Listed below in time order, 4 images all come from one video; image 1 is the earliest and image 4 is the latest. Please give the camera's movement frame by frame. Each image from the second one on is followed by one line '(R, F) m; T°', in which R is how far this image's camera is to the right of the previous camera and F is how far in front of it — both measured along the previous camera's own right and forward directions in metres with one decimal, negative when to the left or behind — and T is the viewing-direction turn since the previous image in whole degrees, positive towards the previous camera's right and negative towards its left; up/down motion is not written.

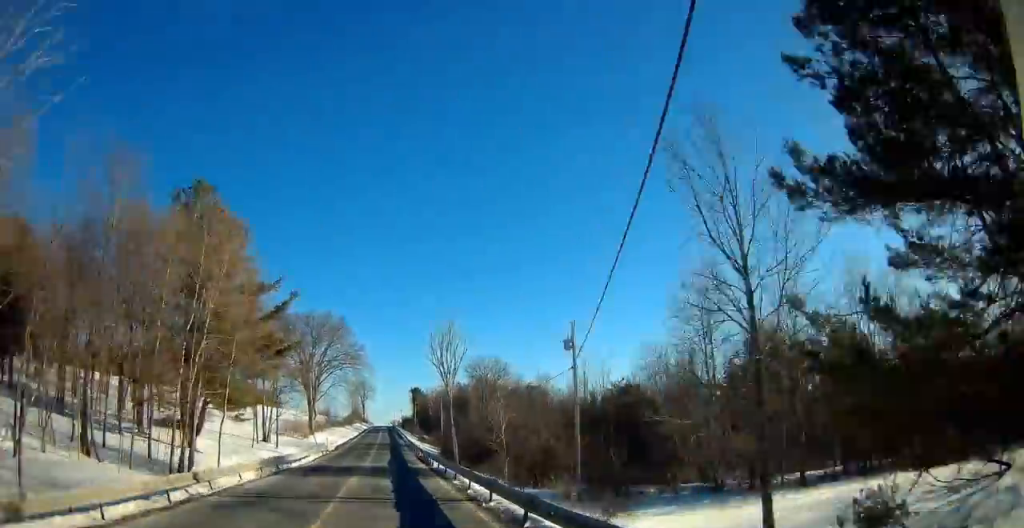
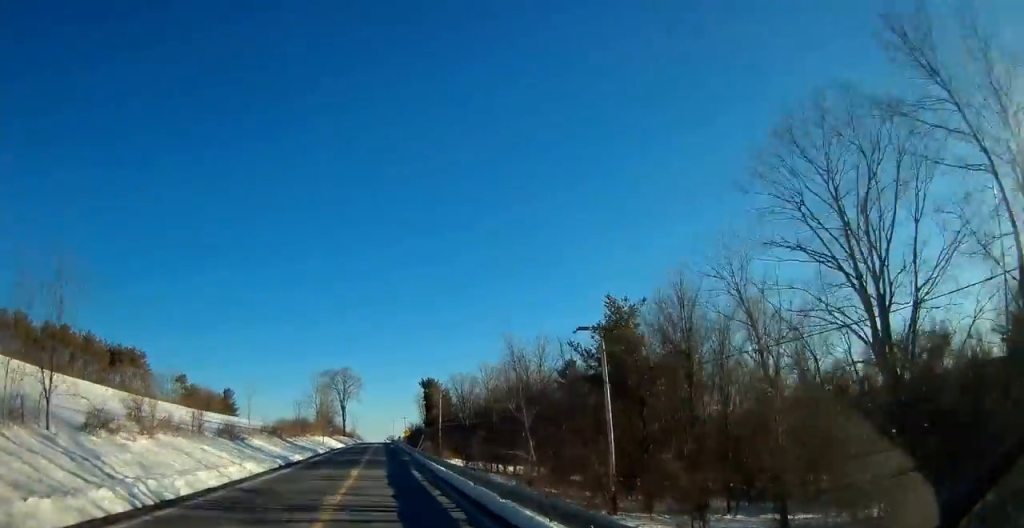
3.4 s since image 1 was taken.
(+0.7, +90.7) m; 0°
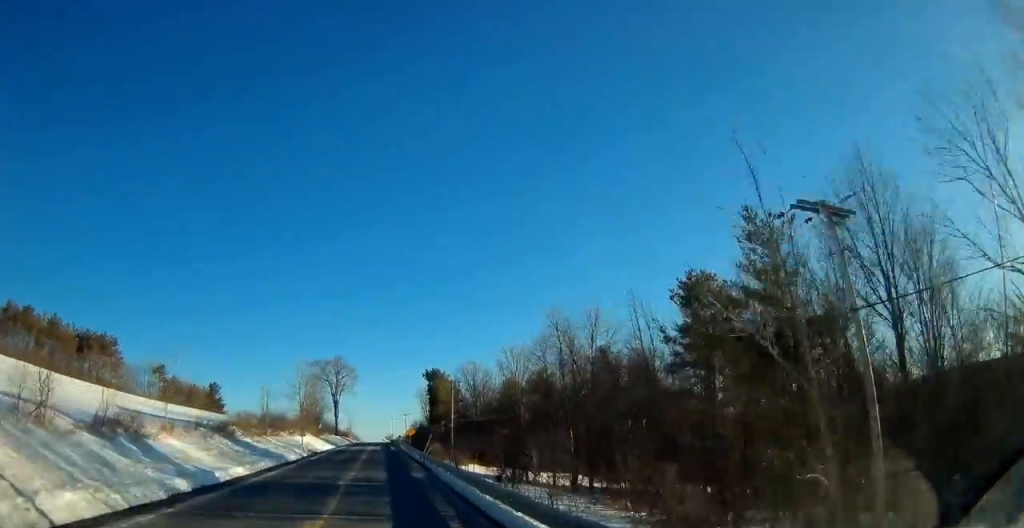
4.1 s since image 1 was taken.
(0.0, +17.8) m; 0°
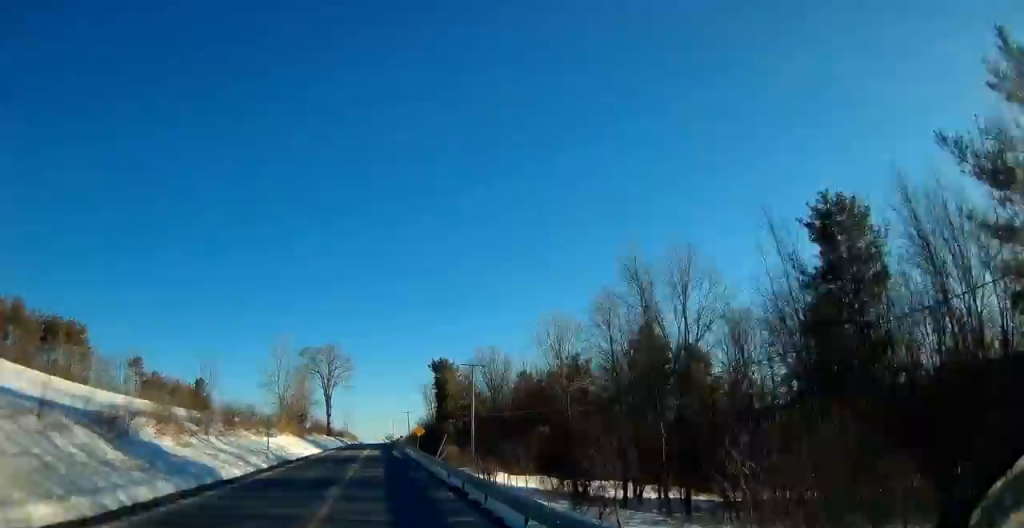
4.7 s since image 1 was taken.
(0.0, +16.0) m; -1°
